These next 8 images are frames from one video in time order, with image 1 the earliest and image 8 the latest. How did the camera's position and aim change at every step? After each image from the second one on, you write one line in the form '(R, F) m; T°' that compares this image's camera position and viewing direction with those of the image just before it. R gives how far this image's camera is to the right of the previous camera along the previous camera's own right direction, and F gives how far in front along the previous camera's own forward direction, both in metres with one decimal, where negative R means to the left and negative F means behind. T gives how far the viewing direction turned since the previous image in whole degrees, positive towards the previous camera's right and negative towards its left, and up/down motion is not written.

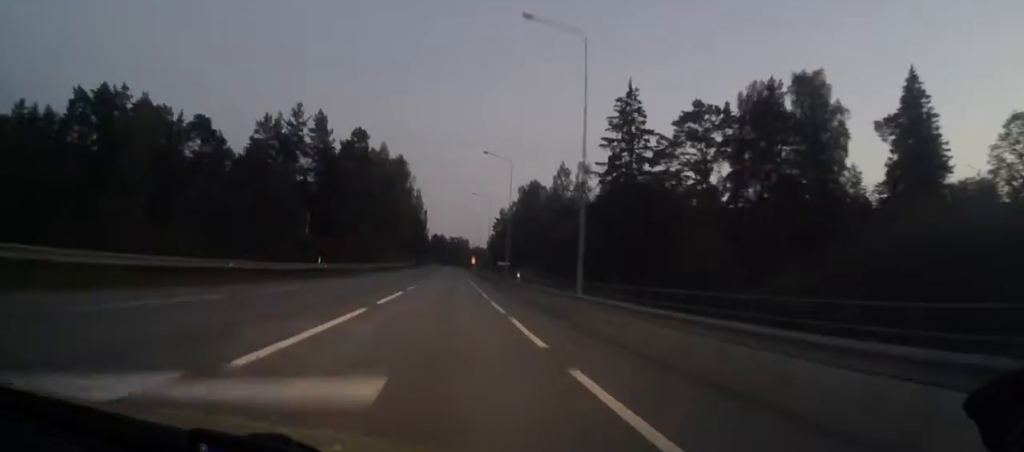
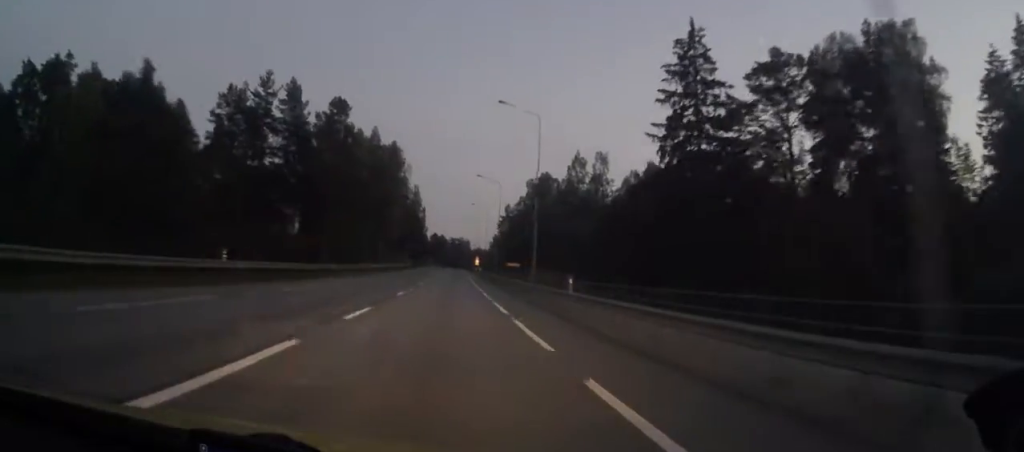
(0.0, +18.6) m; 0°
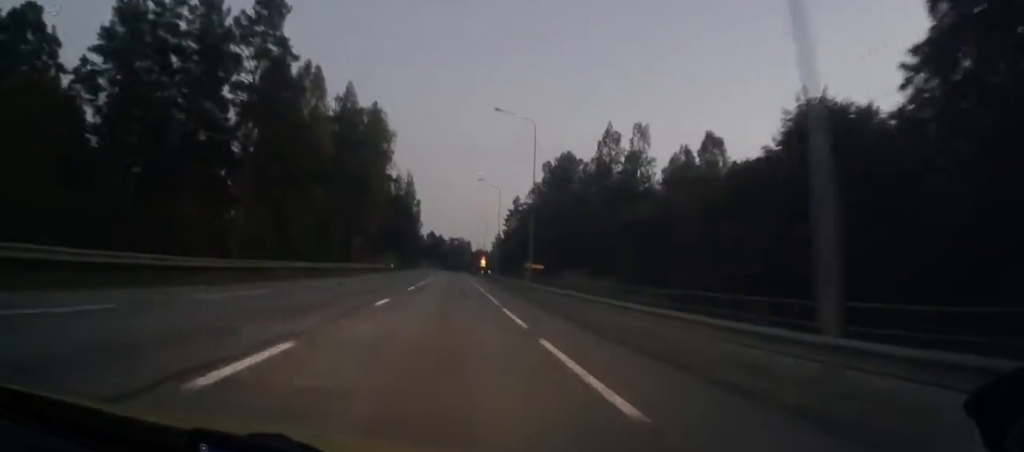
(+0.2, +31.5) m; 0°
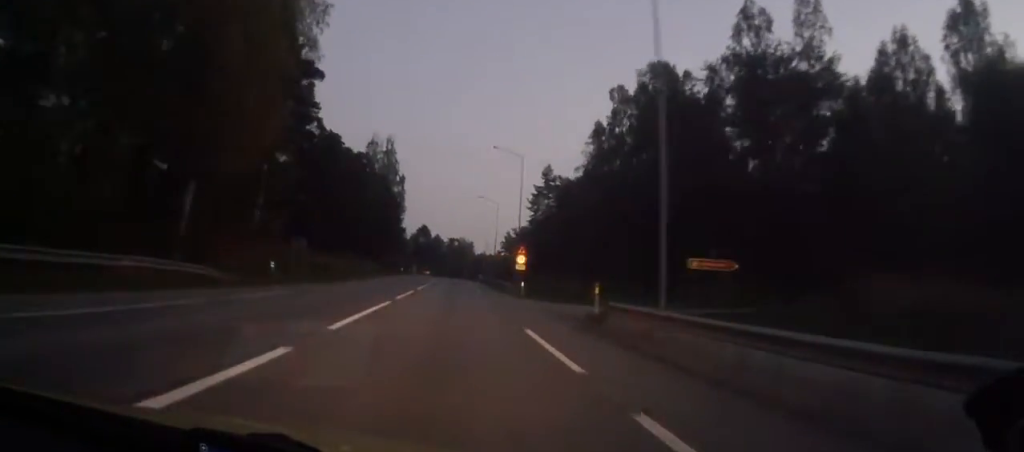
(-0.2, +60.5) m; 0°
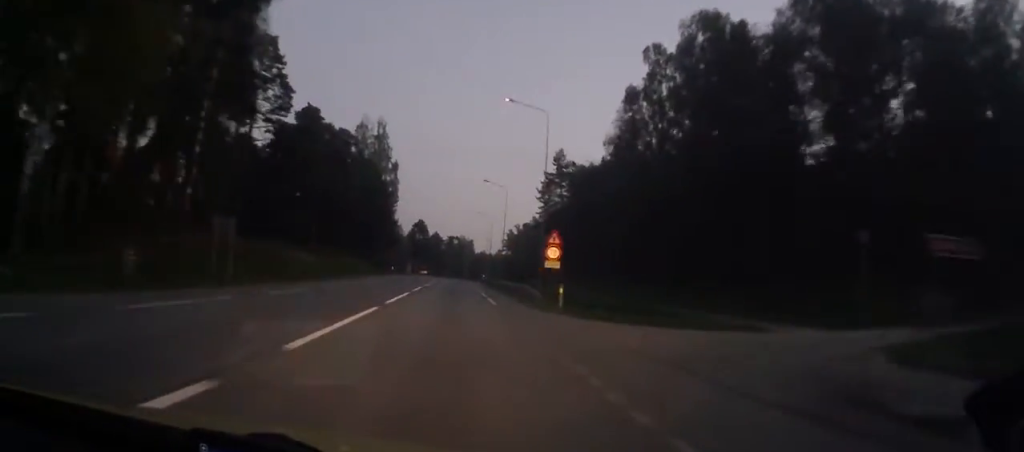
(-0.1, +14.9) m; 0°
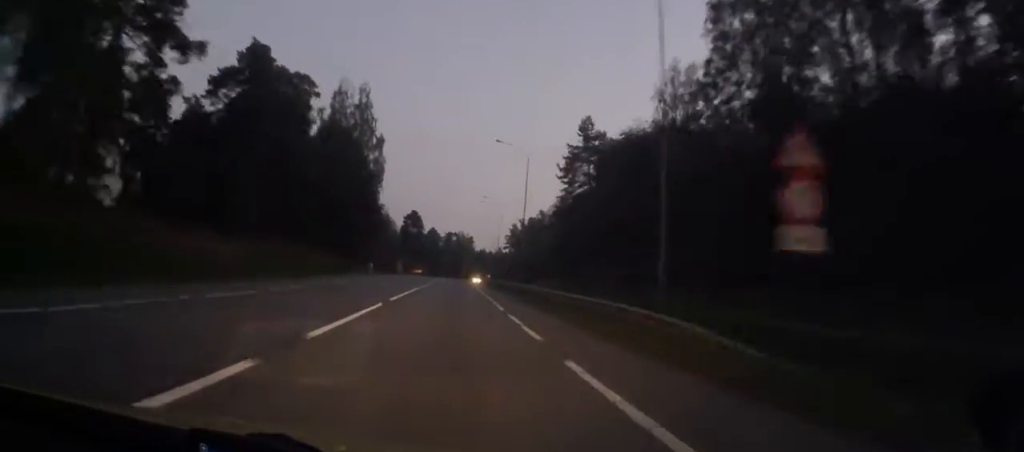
(+0.2, +22.7) m; 0°
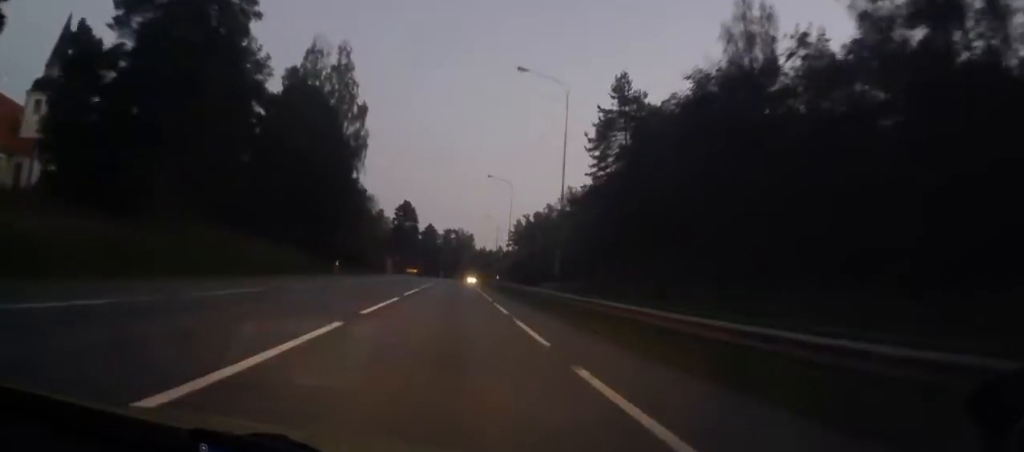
(0.0, +18.7) m; 0°
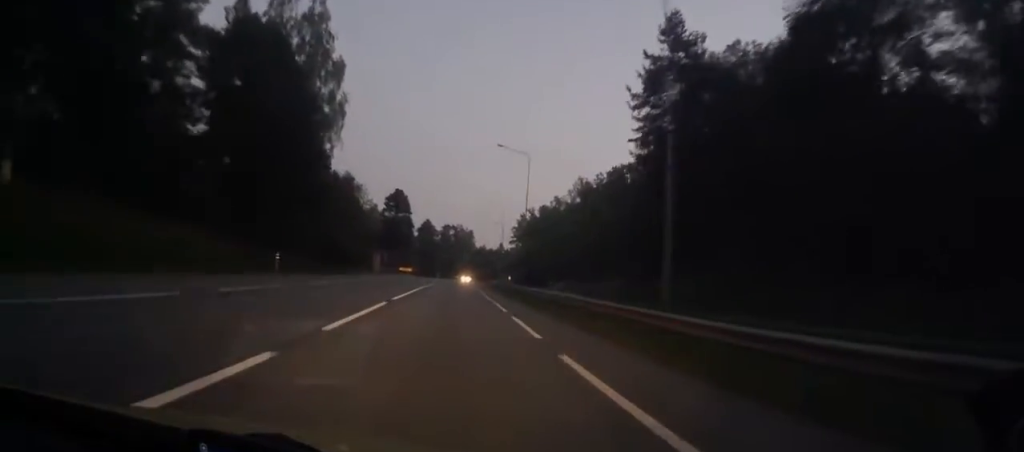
(-0.1, +16.7) m; 0°
